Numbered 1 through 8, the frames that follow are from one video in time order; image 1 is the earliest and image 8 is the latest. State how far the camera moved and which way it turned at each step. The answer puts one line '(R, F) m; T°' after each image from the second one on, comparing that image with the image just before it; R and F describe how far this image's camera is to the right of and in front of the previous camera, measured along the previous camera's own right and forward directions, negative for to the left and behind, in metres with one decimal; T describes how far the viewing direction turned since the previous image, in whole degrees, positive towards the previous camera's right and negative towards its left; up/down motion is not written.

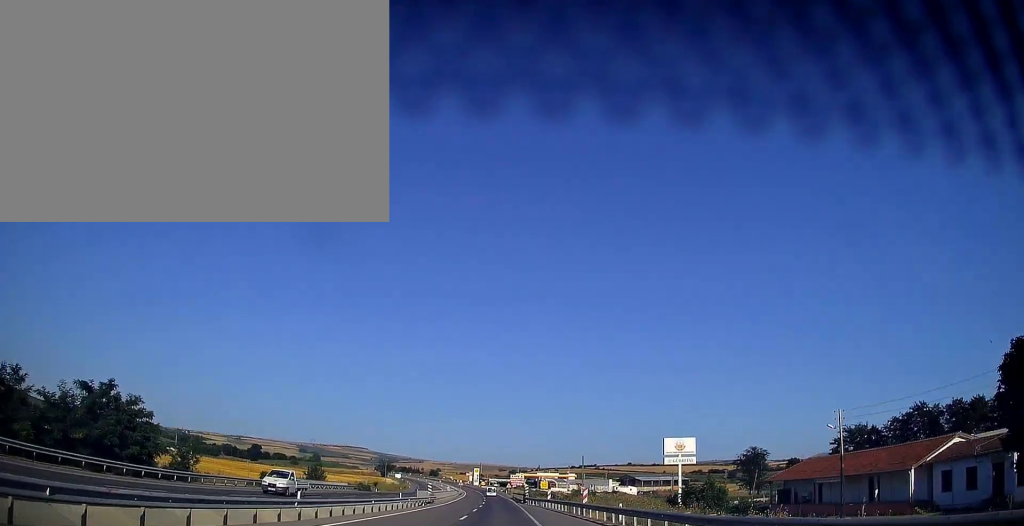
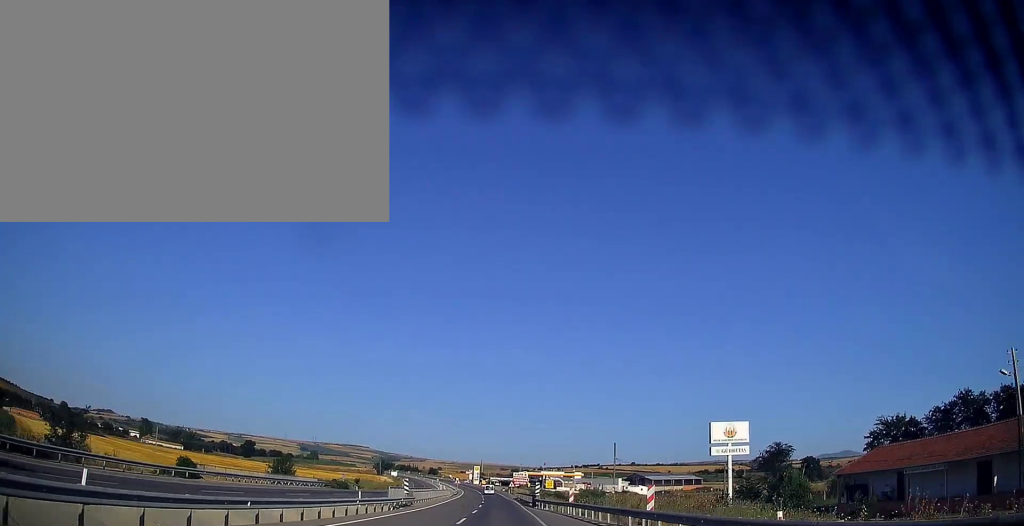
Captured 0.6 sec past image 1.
(-0.1, +16.3) m; 0°
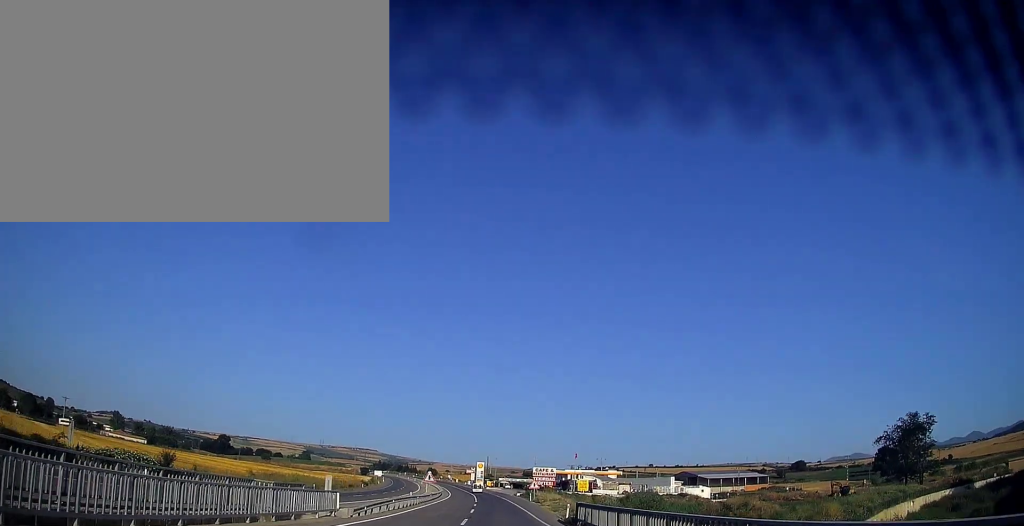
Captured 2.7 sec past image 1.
(-0.4, +60.8) m; -1°
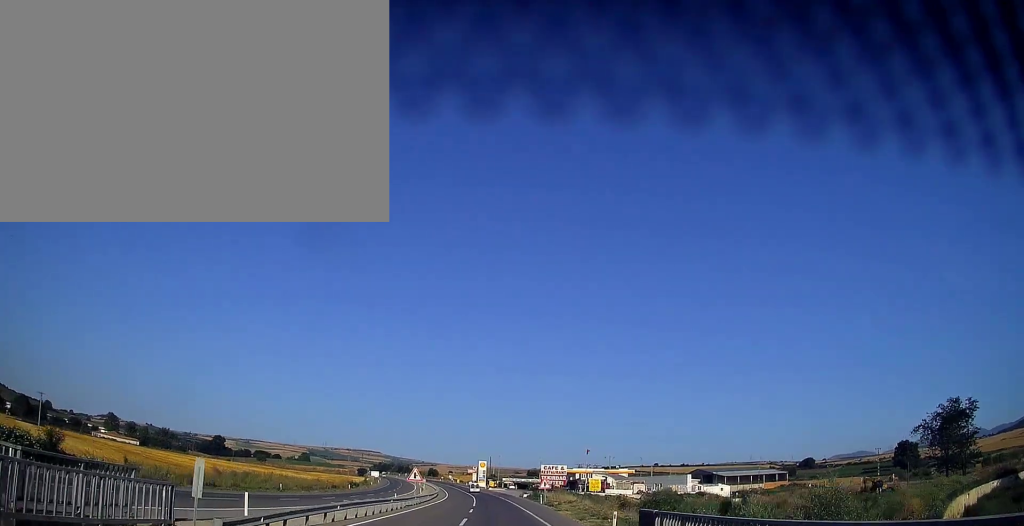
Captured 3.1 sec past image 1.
(-0.1, +12.6) m; 0°
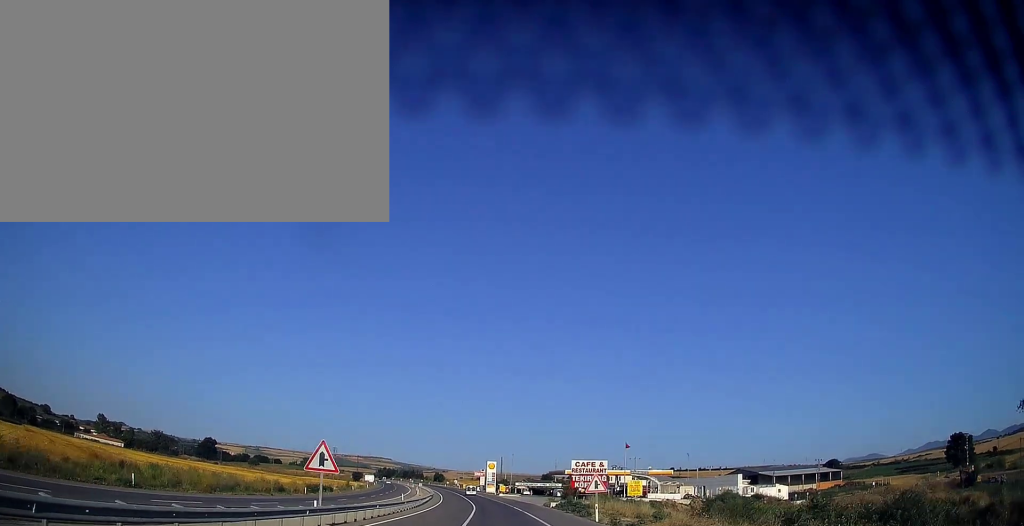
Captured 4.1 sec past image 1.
(-0.2, +28.0) m; -1°
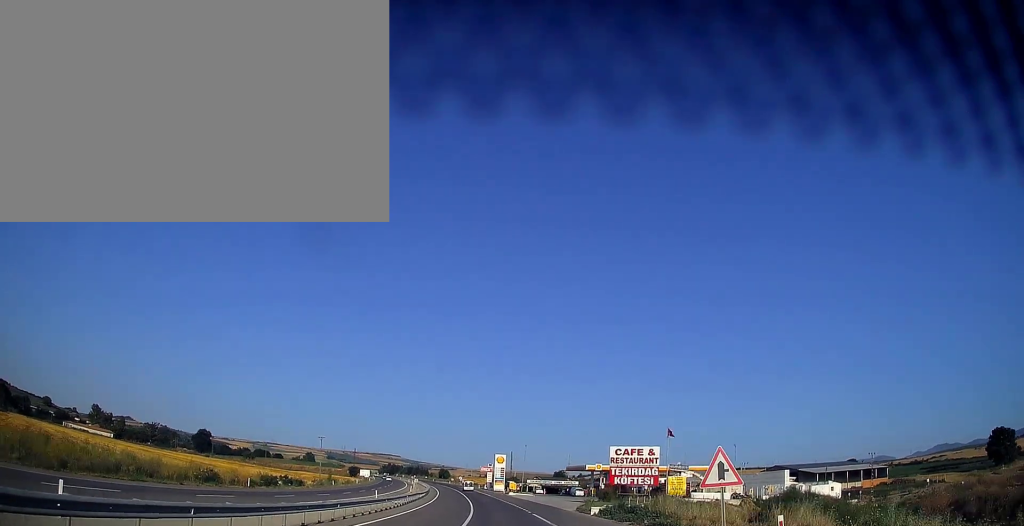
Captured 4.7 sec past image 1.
(-0.1, +19.4) m; -1°
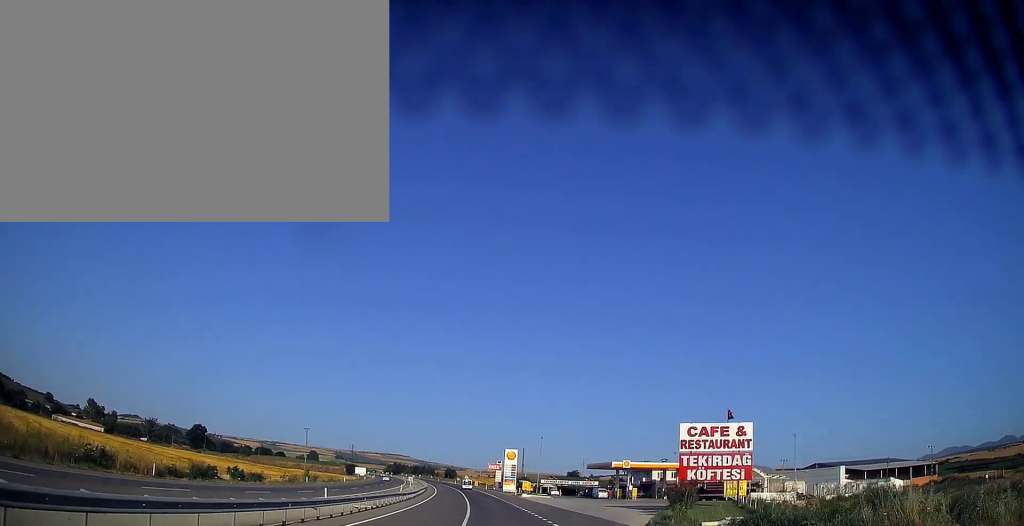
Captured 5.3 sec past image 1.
(-0.1, +17.5) m; -1°
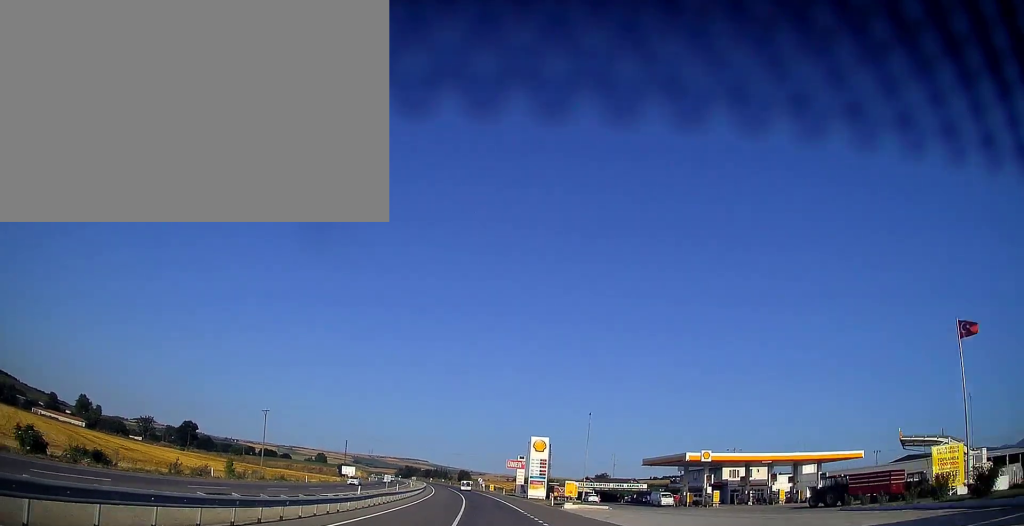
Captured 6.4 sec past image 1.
(-0.7, +31.2) m; -2°
